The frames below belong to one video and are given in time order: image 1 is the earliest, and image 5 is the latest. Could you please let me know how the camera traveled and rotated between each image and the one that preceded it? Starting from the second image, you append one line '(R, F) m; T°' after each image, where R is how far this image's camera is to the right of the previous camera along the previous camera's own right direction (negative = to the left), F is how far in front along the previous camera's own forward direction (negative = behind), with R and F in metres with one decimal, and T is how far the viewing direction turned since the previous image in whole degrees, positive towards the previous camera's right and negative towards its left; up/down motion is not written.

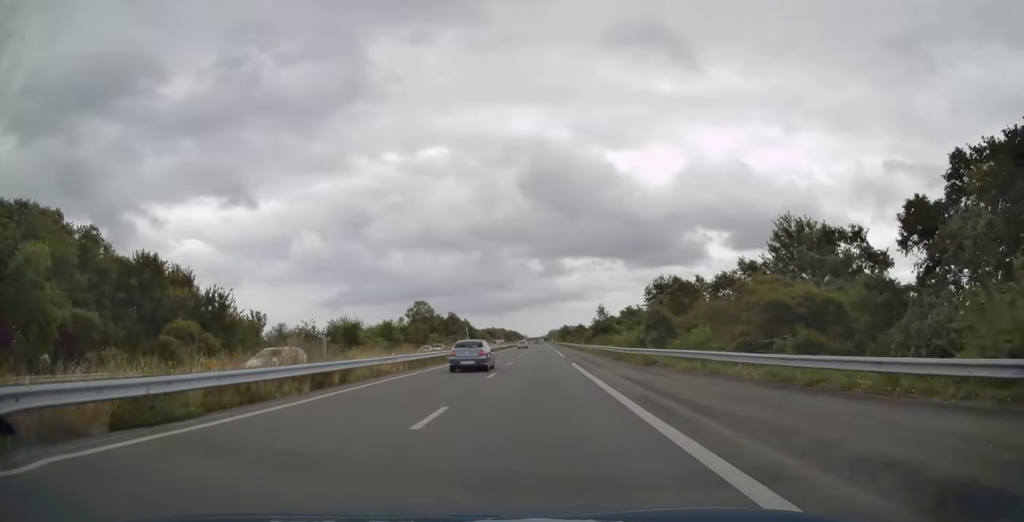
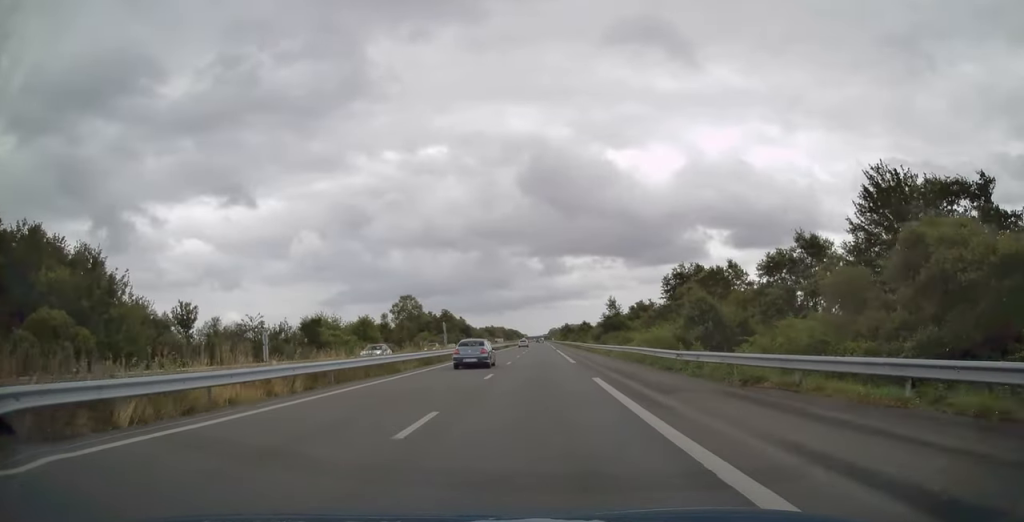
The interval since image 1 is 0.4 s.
(0.0, +14.0) m; 0°
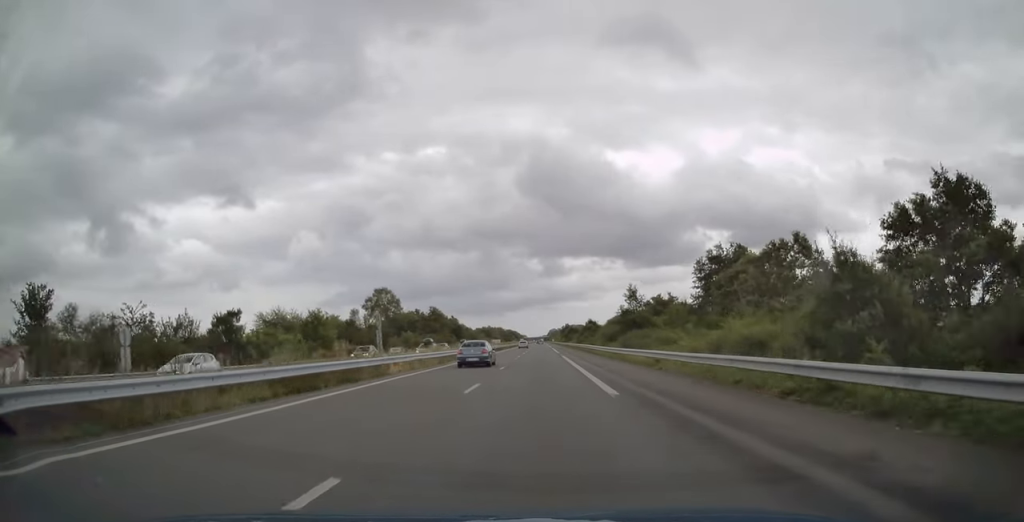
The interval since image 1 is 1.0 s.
(+0.3, +18.3) m; 0°
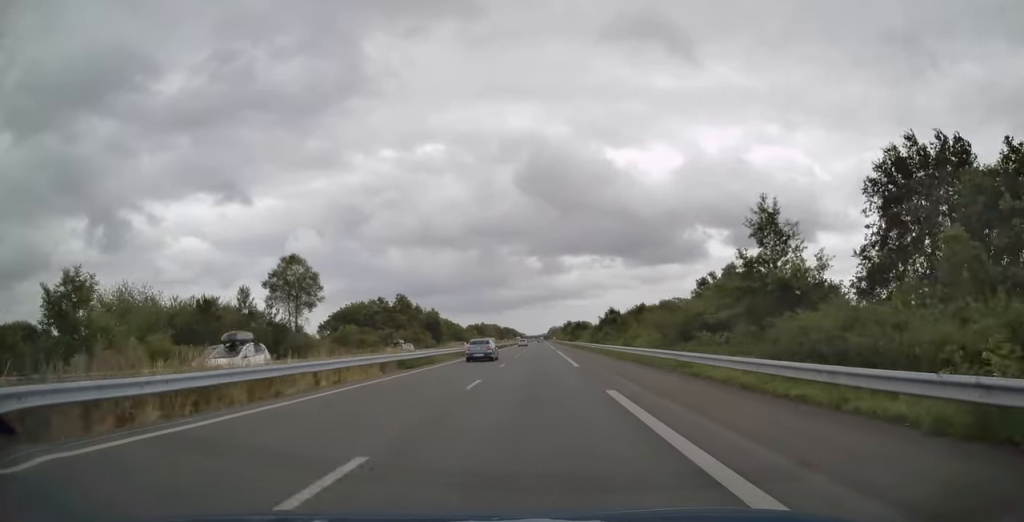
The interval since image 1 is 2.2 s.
(-0.2, +37.6) m; 0°
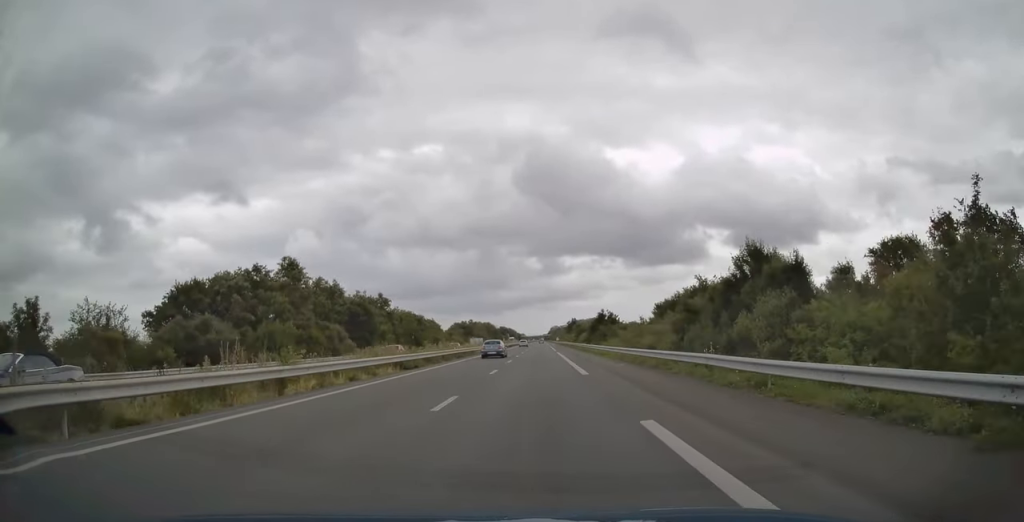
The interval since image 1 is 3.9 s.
(+0.1, +56.4) m; -1°
